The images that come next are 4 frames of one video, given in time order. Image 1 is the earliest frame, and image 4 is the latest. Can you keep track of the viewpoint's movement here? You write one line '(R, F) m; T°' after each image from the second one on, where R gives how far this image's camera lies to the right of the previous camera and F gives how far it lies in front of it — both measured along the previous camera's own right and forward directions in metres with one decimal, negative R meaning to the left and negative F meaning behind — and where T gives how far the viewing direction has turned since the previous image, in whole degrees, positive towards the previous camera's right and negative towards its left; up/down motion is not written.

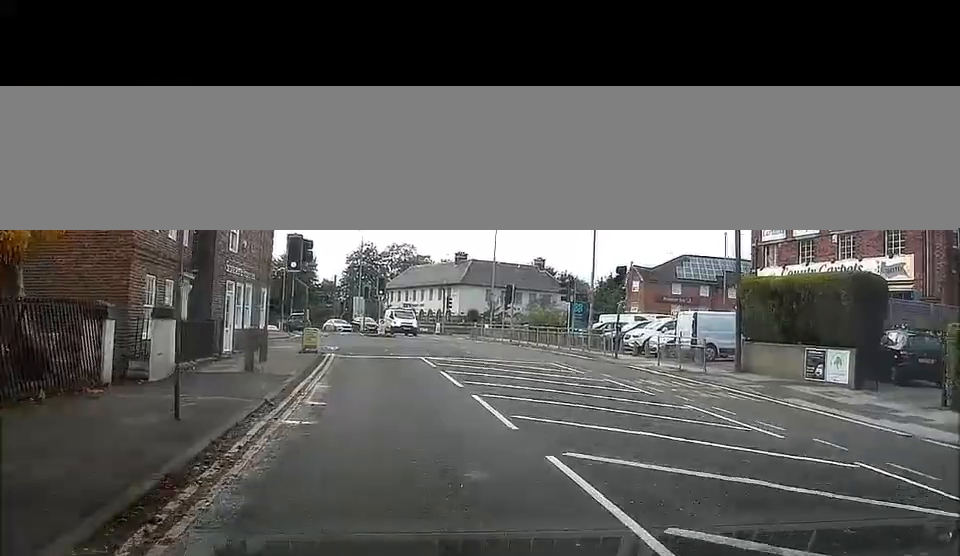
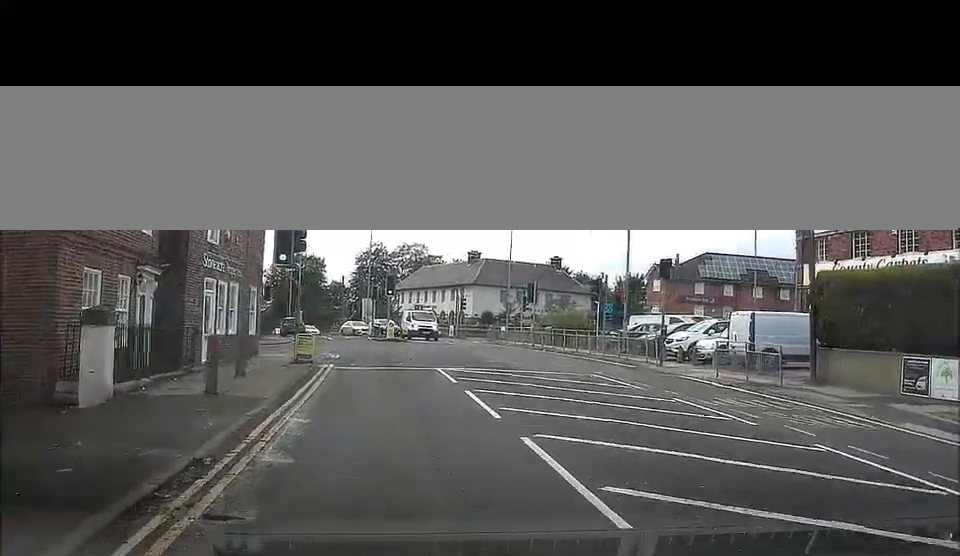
(0.0, +4.4) m; 0°
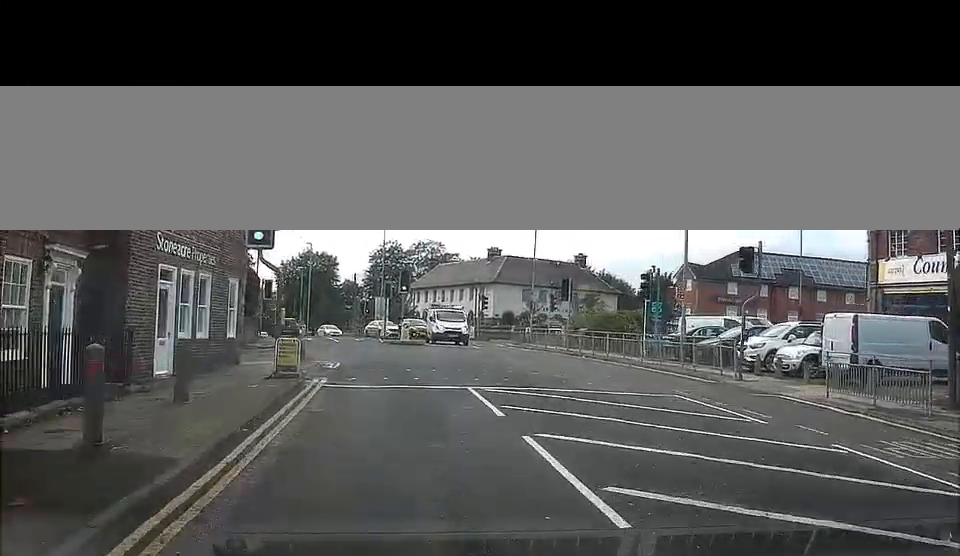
(0.0, +5.8) m; 0°
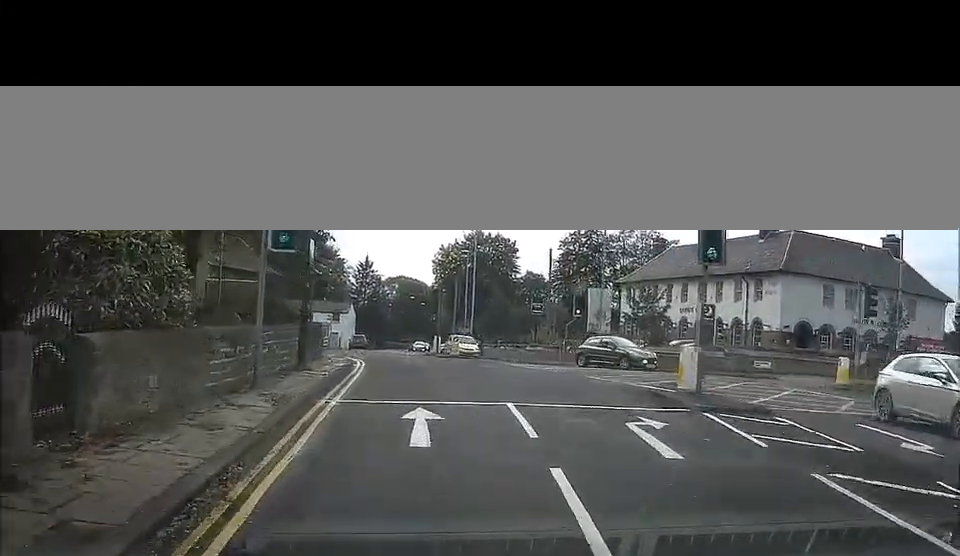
(-4.2, +37.9) m; -12°
